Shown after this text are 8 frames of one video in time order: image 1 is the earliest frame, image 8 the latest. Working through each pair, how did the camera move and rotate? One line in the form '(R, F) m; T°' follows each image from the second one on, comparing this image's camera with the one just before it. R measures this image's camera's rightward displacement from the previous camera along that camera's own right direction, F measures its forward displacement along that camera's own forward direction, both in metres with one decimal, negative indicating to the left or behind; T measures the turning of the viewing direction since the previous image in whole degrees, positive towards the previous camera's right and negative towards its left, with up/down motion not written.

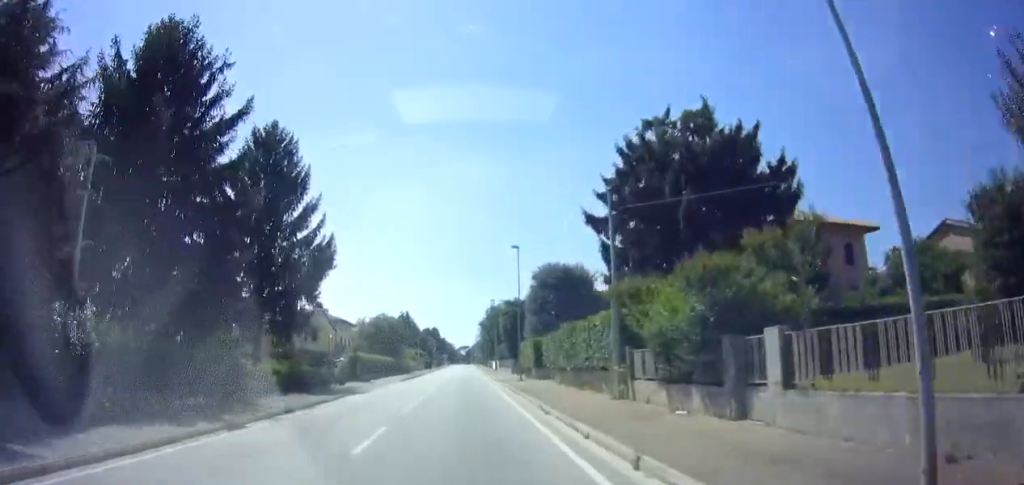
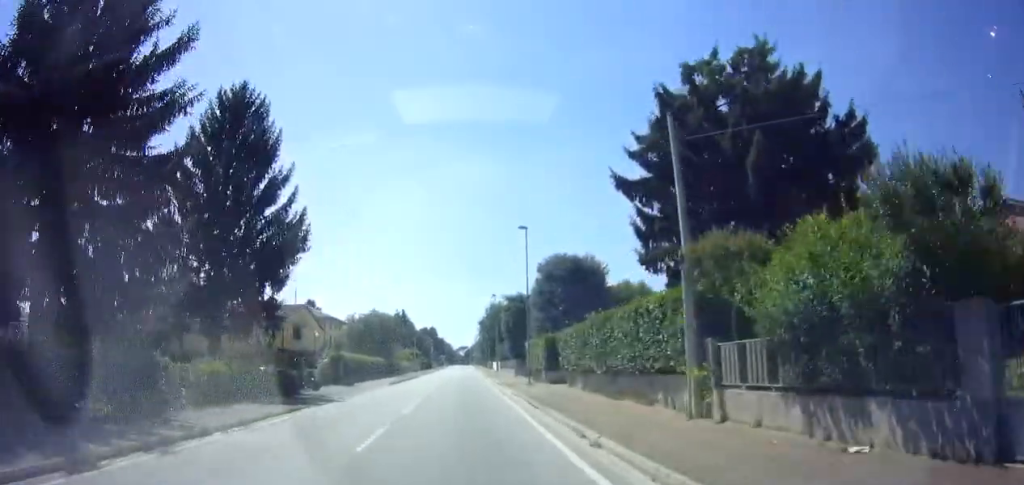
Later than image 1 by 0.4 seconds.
(0.0, +6.1) m; 0°
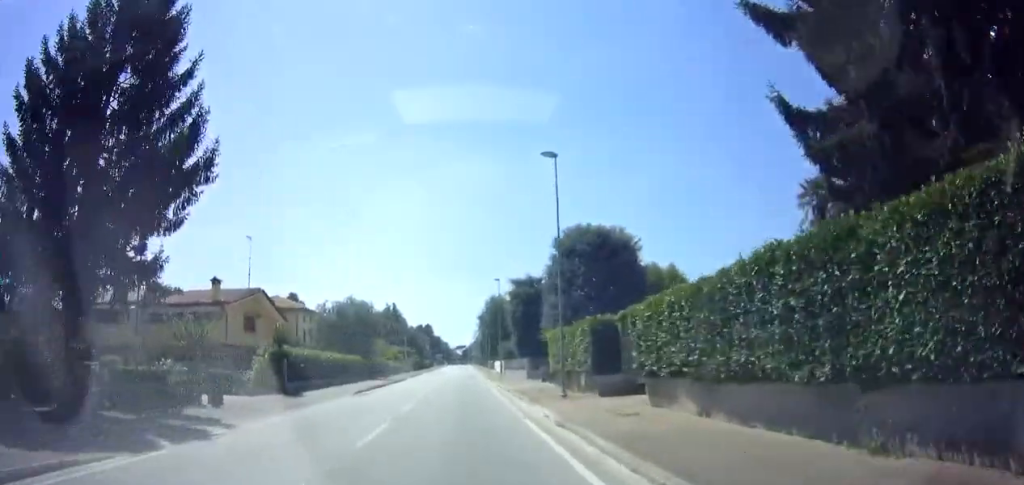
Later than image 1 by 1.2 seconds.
(+0.1, +11.4) m; 0°
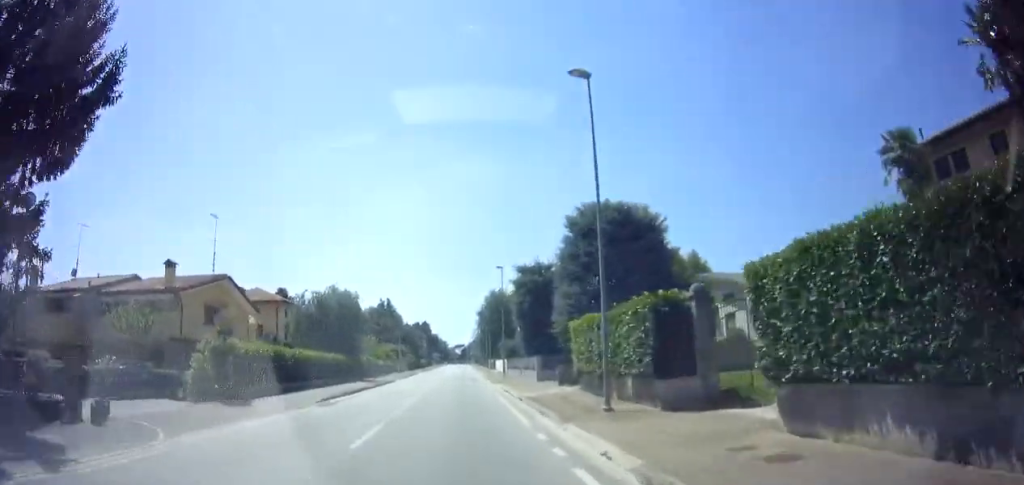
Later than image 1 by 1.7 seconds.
(0.0, +6.2) m; -1°
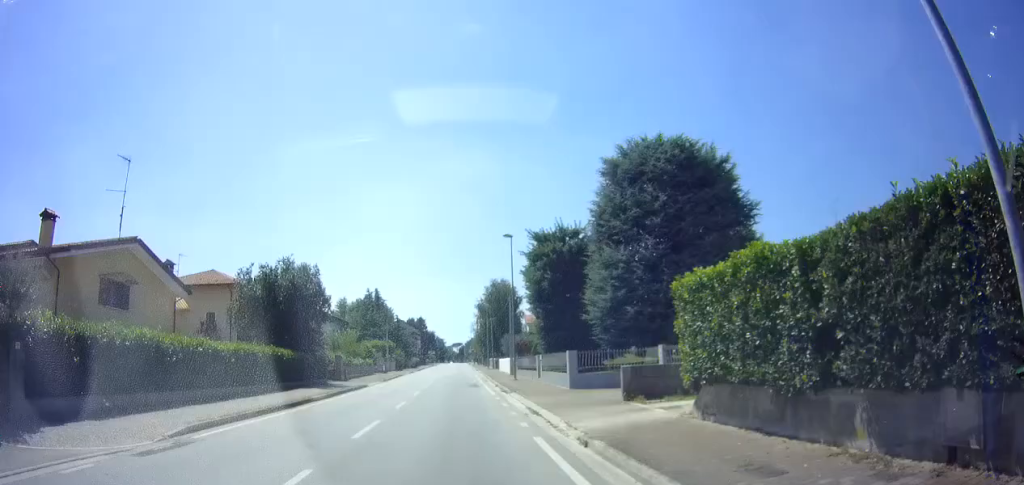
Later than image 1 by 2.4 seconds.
(-0.1, +11.0) m; -1°
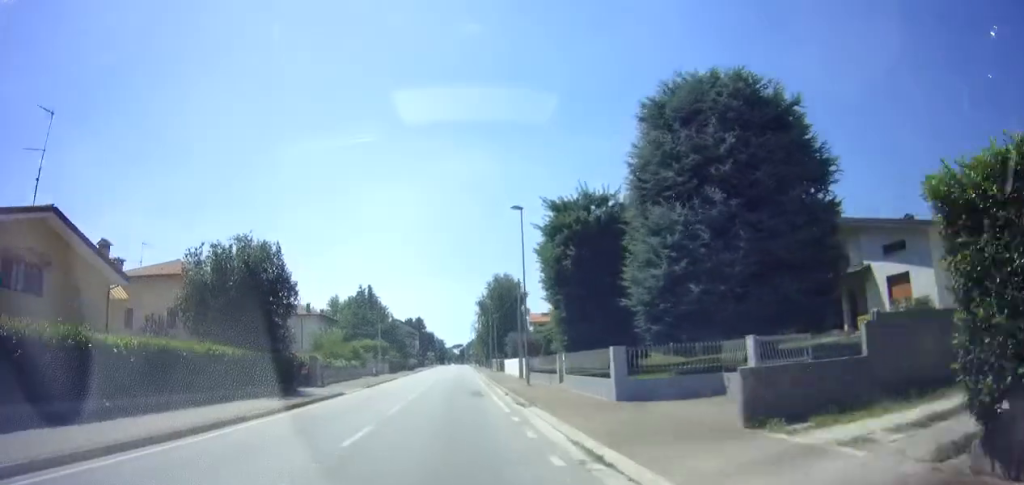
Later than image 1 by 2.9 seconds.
(-0.2, +6.7) m; 0°
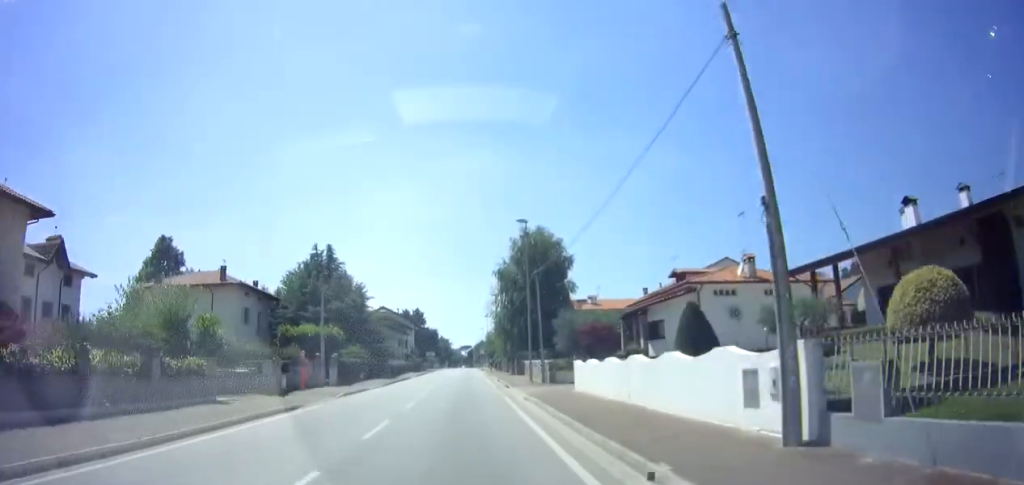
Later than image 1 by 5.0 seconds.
(-0.1, +29.3) m; 0°
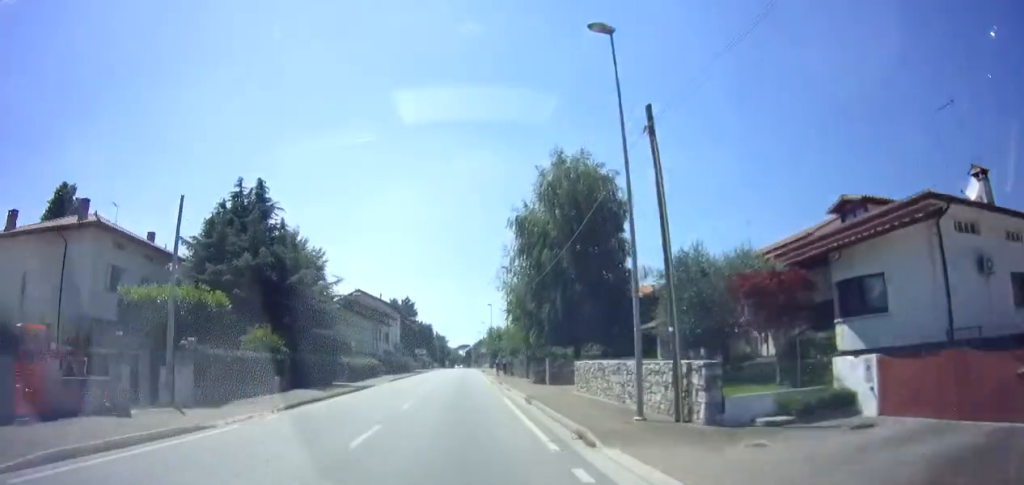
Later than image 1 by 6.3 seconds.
(+0.3, +18.8) m; 0°
